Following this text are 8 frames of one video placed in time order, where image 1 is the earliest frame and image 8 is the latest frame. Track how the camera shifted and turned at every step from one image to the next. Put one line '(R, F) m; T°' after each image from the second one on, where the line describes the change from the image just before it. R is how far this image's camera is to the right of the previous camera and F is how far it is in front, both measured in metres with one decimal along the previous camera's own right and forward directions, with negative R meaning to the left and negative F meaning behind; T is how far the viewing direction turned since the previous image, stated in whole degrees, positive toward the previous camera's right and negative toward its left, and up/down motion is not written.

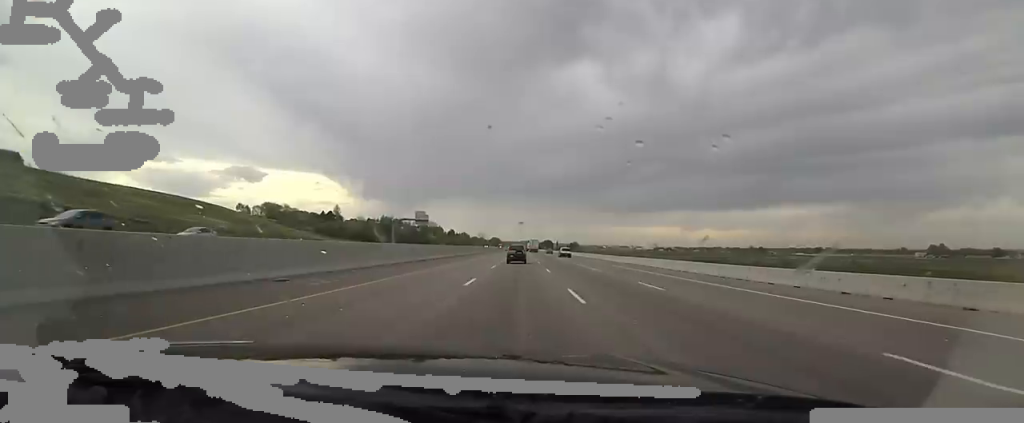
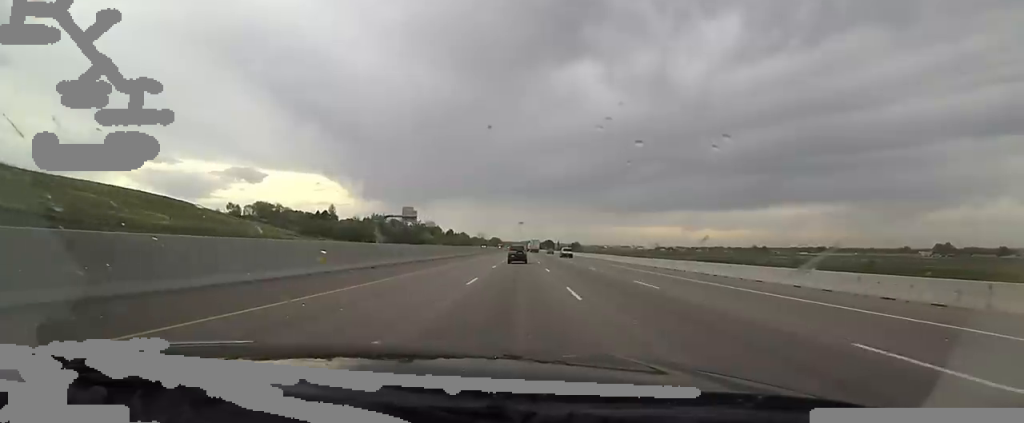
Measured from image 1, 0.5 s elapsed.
(-0.7, +14.8) m; 0°
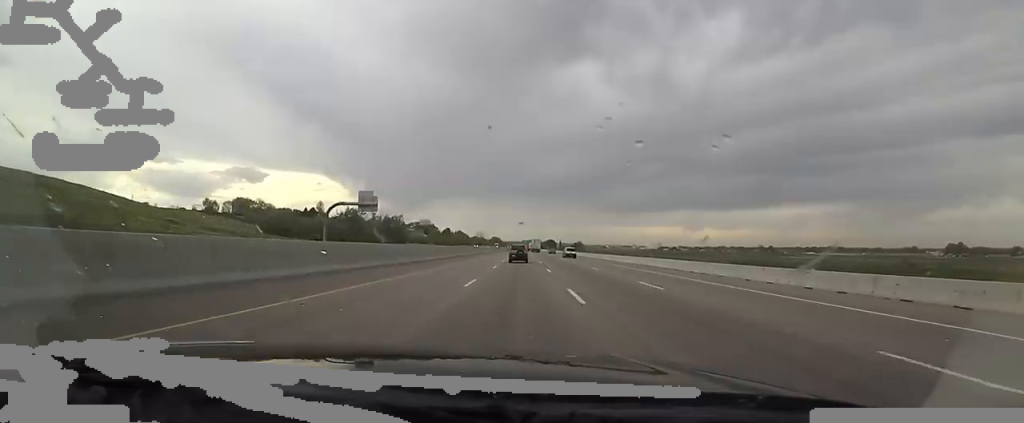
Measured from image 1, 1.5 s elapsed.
(-0.1, +31.5) m; 0°
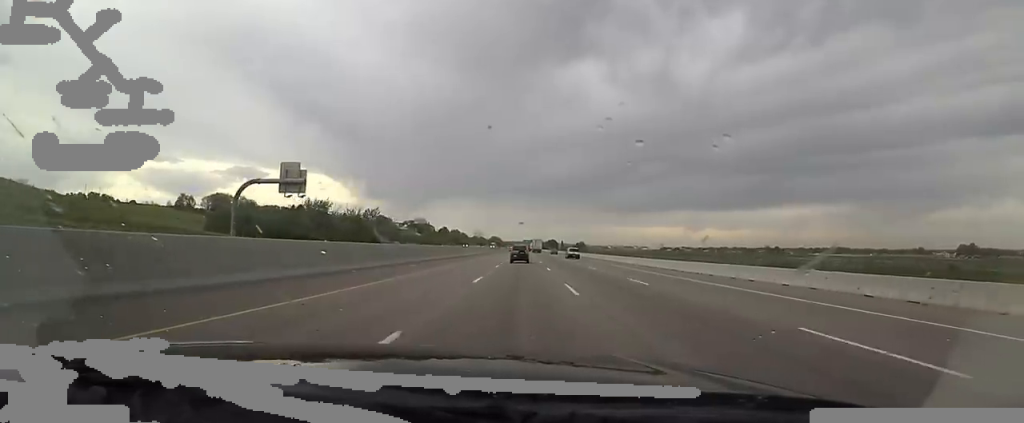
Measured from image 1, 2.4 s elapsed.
(+0.2, +27.6) m; +1°
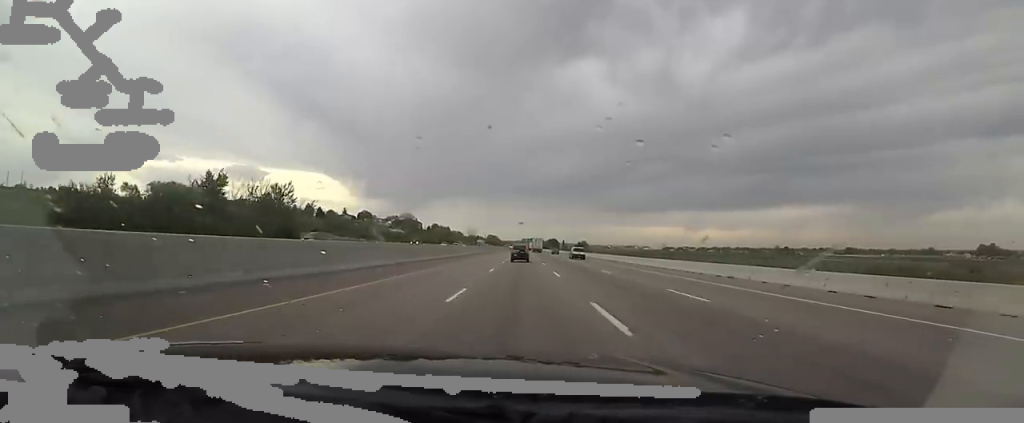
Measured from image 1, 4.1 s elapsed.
(+0.6, +50.8) m; 0°
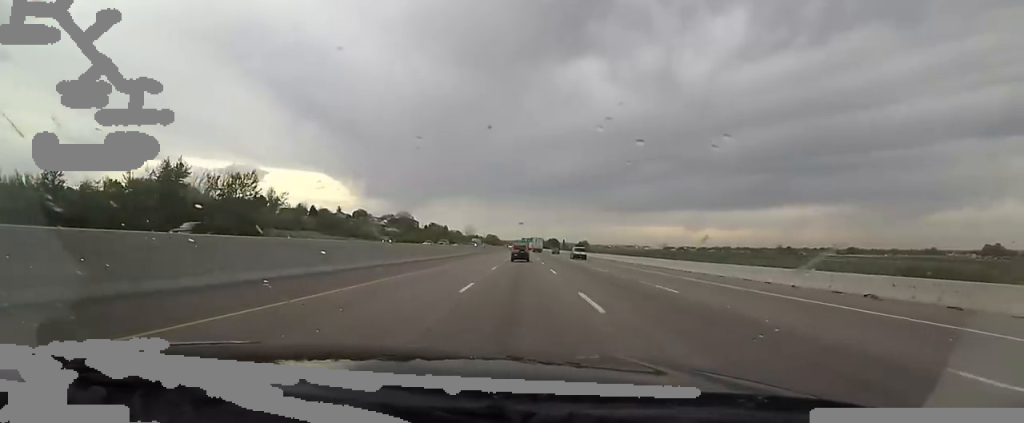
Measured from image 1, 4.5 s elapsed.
(-0.6, +12.0) m; 0°
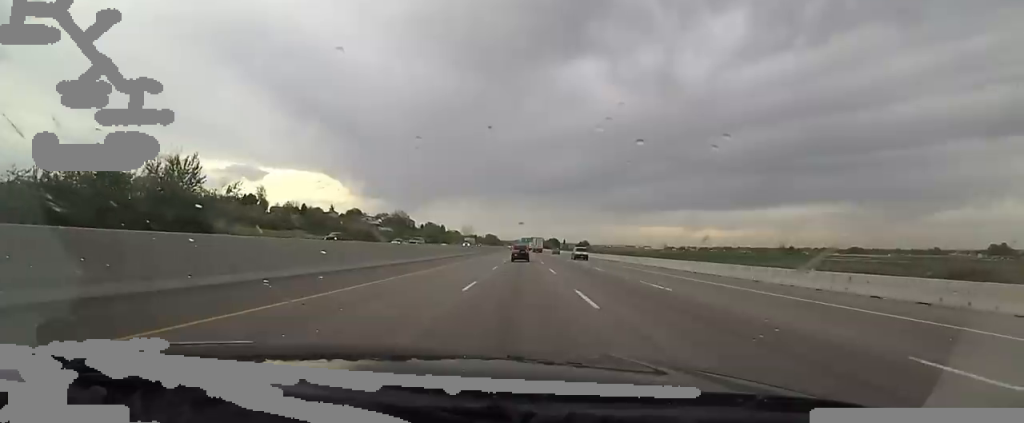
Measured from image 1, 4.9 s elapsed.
(-0.7, +14.0) m; 0°
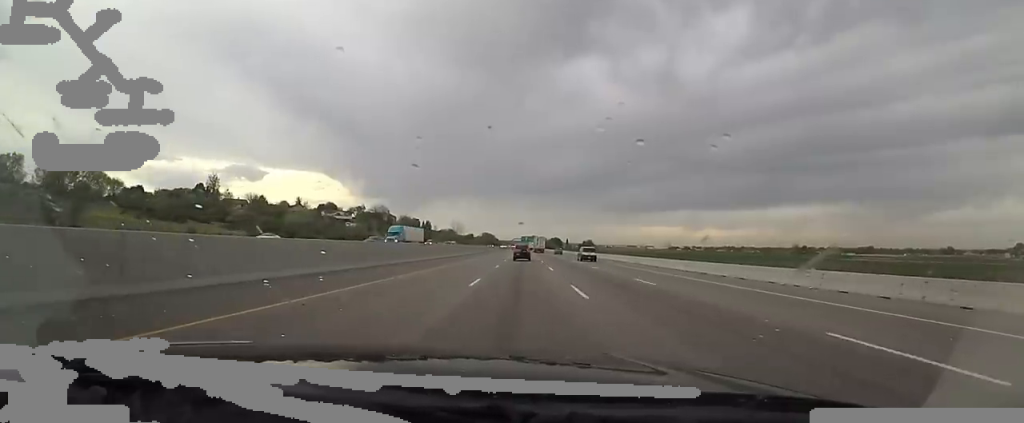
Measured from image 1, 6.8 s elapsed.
(0.0, +57.7) m; 0°
